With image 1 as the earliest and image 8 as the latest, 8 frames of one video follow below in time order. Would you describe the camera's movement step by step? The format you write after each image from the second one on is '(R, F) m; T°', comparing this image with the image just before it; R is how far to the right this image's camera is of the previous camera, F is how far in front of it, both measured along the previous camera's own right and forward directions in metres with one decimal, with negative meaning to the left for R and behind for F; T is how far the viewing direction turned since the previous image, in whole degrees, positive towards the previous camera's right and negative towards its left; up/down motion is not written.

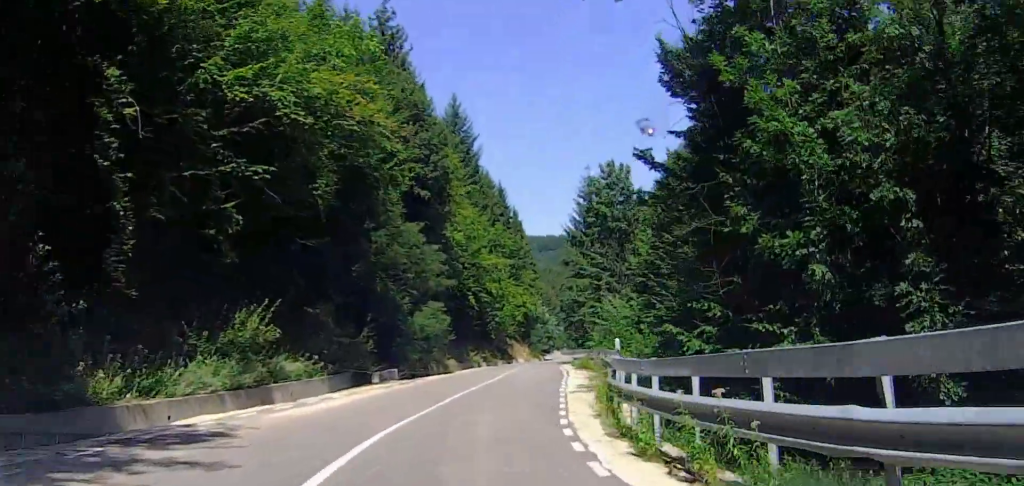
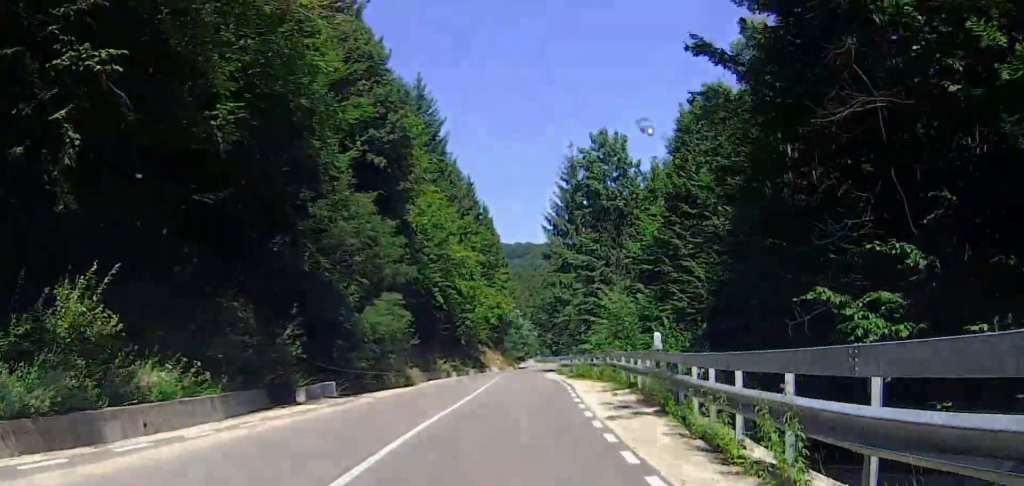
(+0.2, +8.9) m; +2°
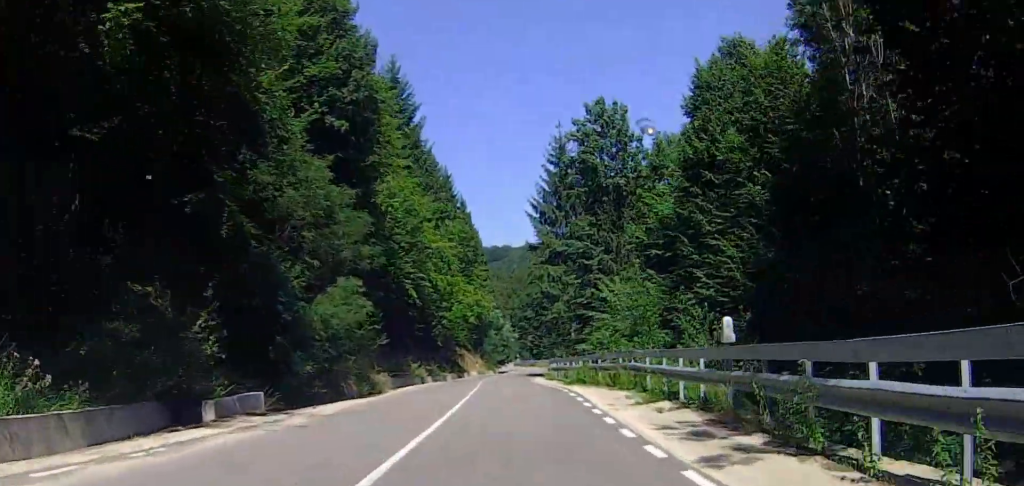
(+0.2, +6.1) m; +3°
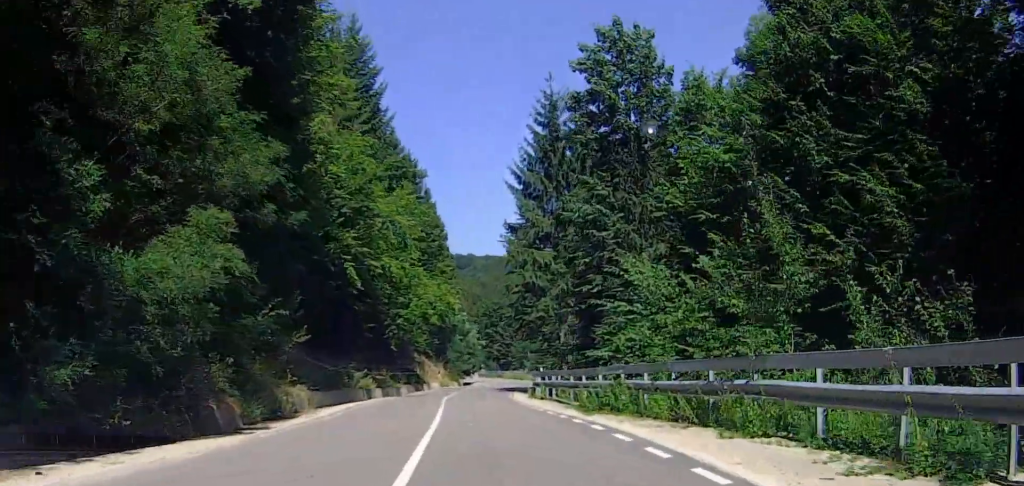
(+0.5, +11.4) m; +3°
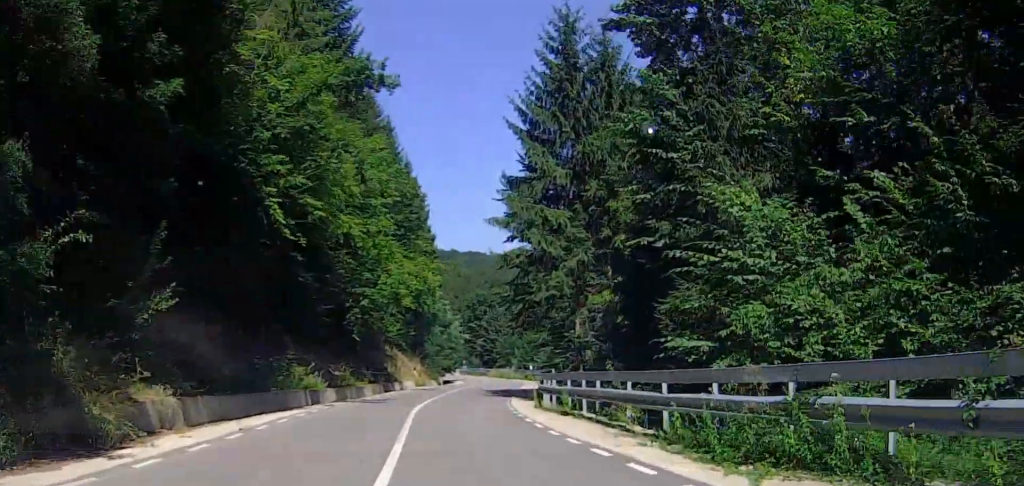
(+0.3, +10.8) m; +1°
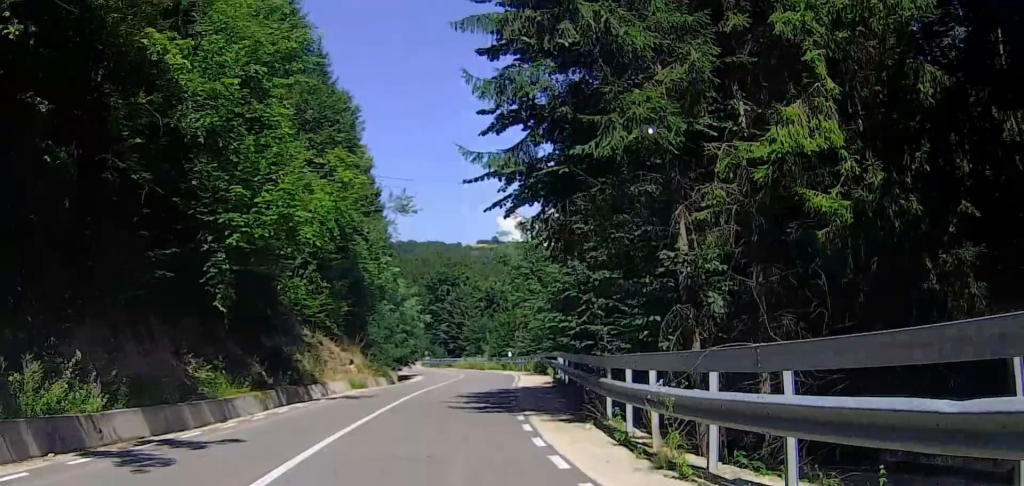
(0.0, +17.8) m; 0°
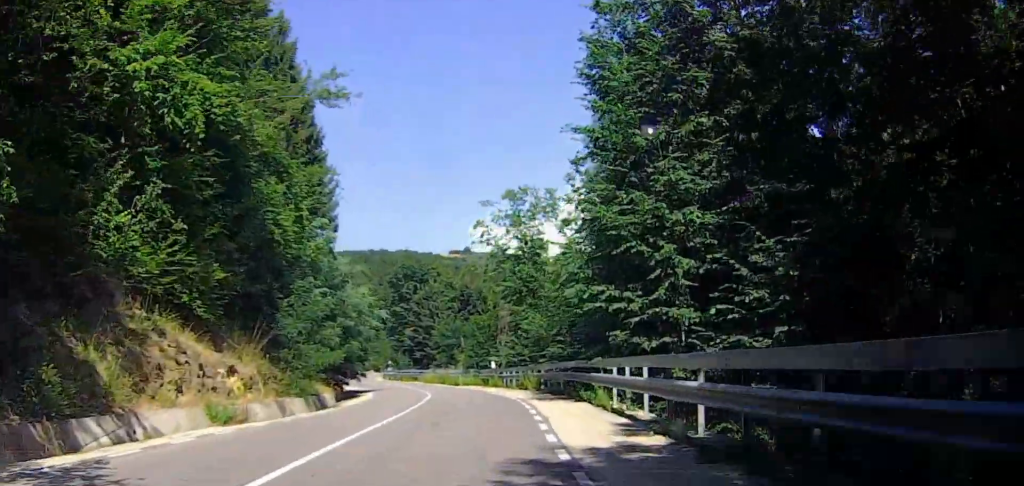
(0.0, +17.0) m; 0°
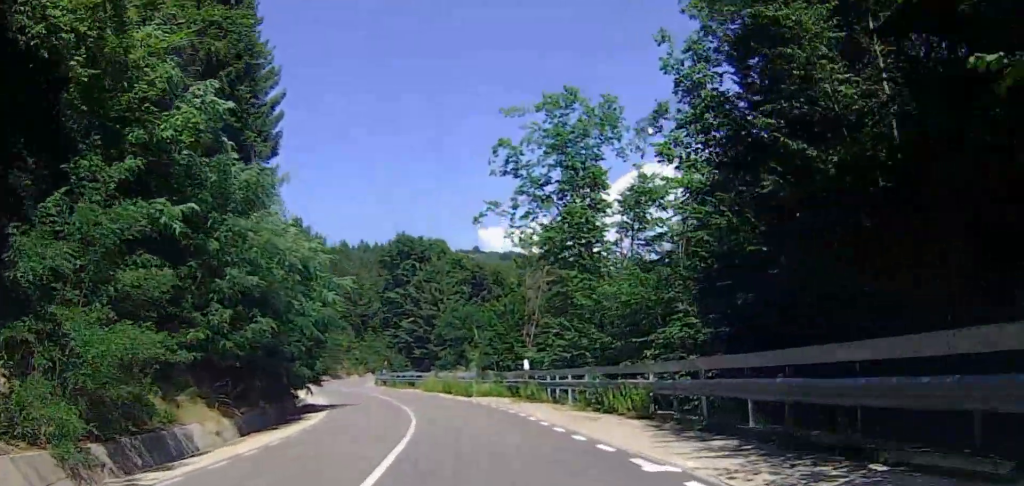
(0.0, +19.1) m; 0°
